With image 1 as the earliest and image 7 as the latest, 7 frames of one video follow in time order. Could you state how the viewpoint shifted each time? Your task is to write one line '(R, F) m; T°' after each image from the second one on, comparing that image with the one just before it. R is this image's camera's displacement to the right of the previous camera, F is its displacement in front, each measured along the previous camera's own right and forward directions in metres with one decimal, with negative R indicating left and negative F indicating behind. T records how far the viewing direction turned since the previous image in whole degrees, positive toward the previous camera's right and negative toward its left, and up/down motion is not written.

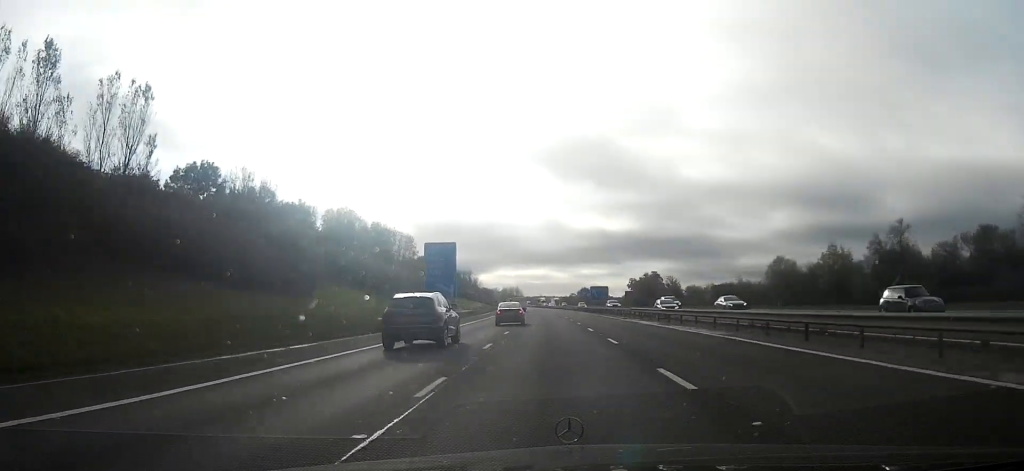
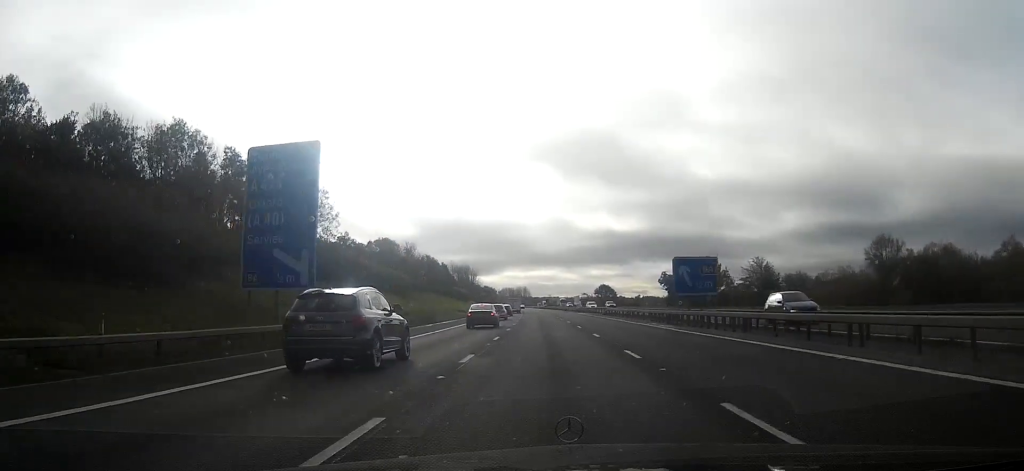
(-0.4, +49.2) m; -1°
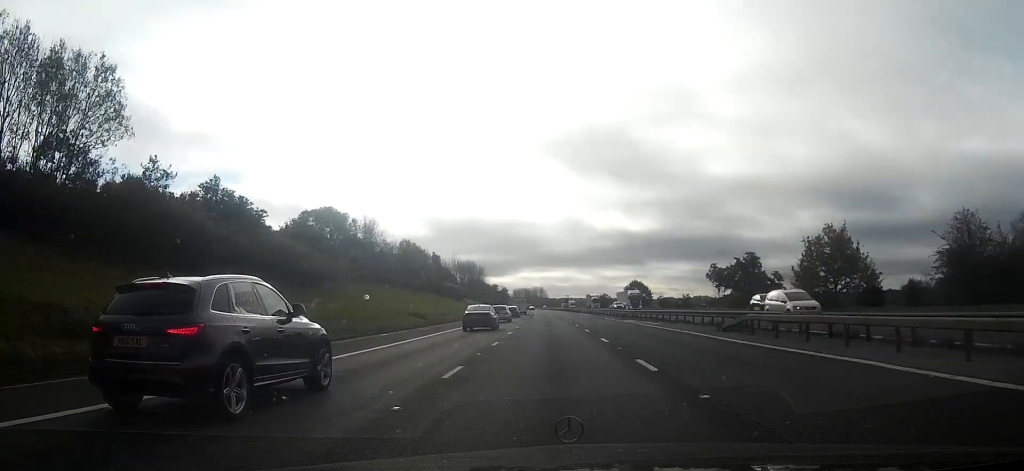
(-0.5, +40.2) m; -1°
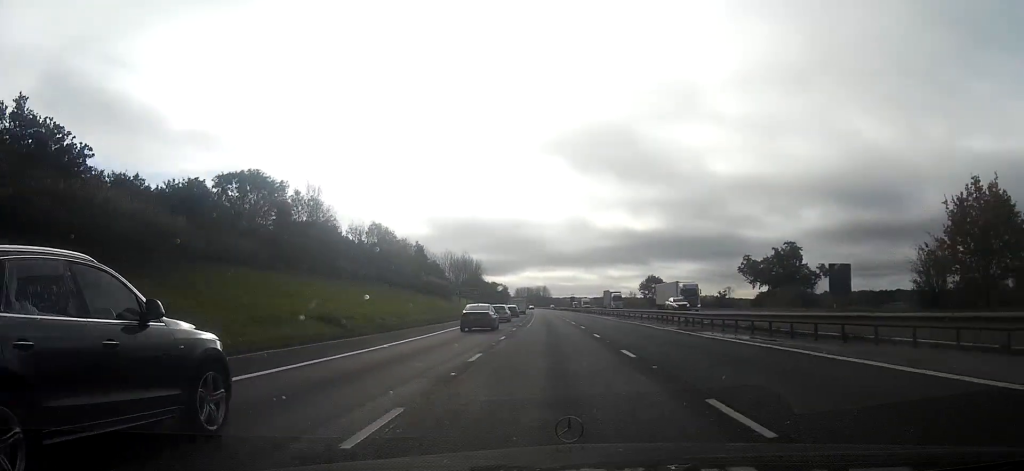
(0.0, +23.5) m; 0°
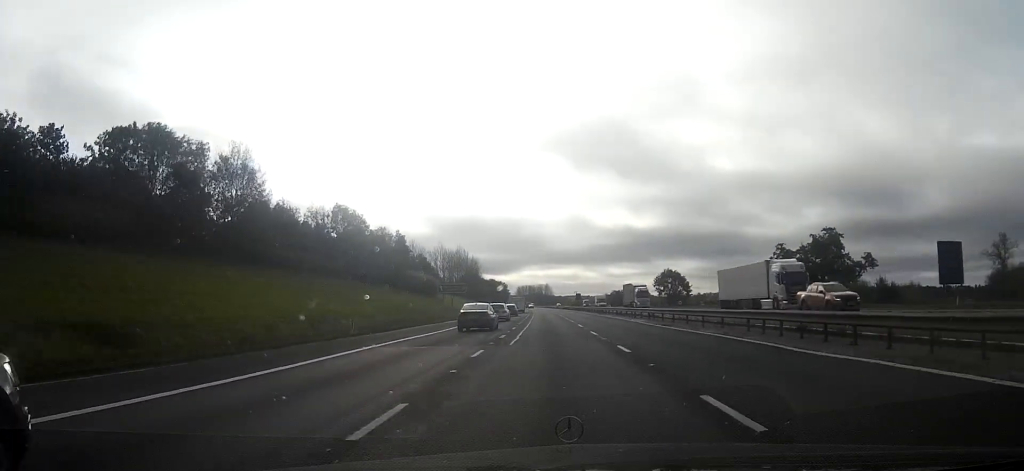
(-0.1, +17.9) m; 0°
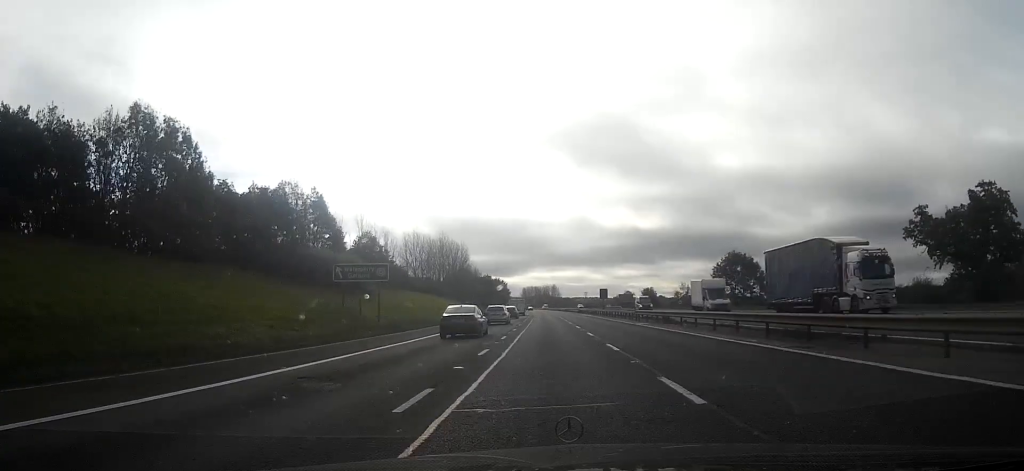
(-0.1, +44.1) m; 0°
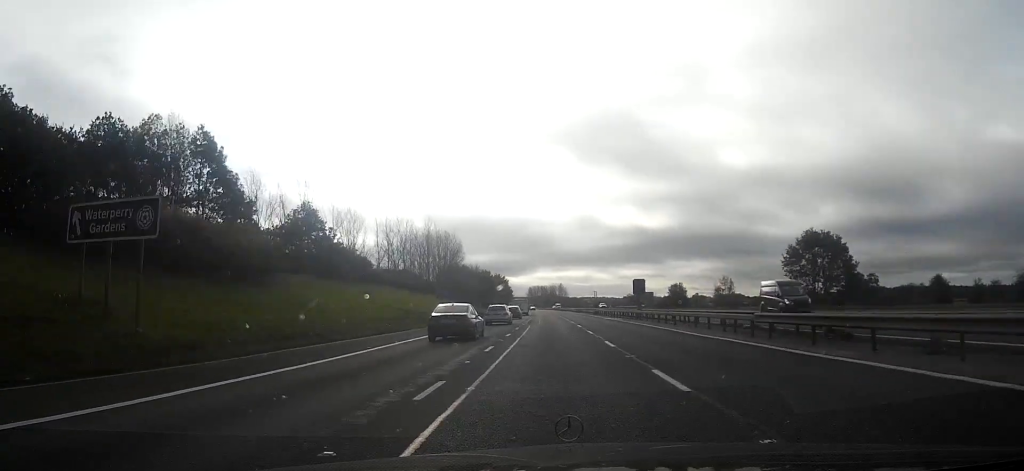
(0.0, +26.4) m; -1°
